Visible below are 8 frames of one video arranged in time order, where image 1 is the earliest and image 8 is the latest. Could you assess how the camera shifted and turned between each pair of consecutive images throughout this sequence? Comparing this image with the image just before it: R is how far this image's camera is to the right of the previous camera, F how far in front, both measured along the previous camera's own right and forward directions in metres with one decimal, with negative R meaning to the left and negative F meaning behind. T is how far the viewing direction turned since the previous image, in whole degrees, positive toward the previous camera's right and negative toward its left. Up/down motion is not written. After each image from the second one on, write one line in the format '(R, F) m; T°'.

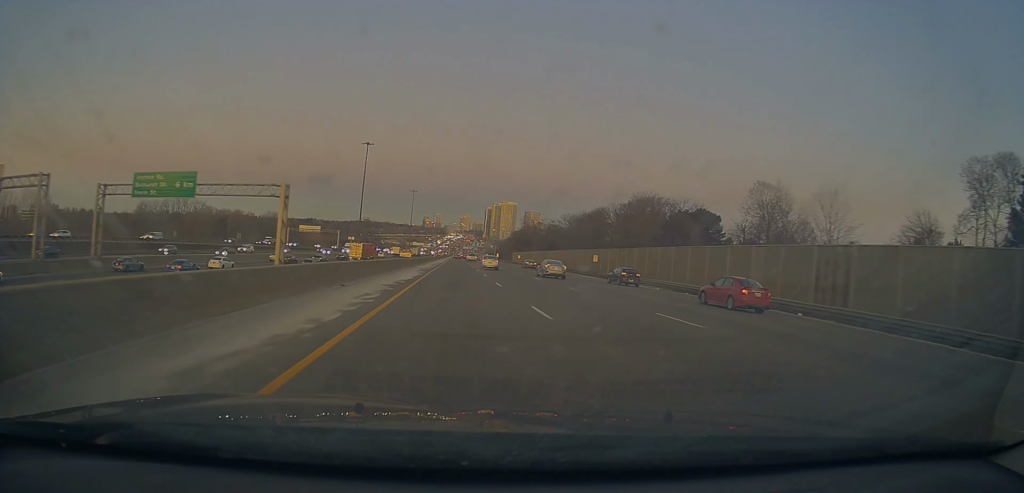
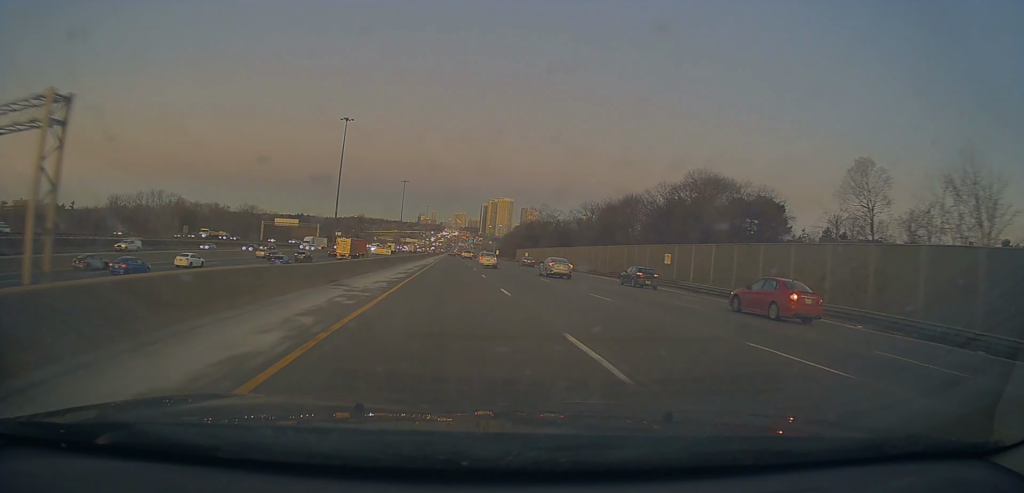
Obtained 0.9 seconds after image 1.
(+0.4, +30.1) m; +1°
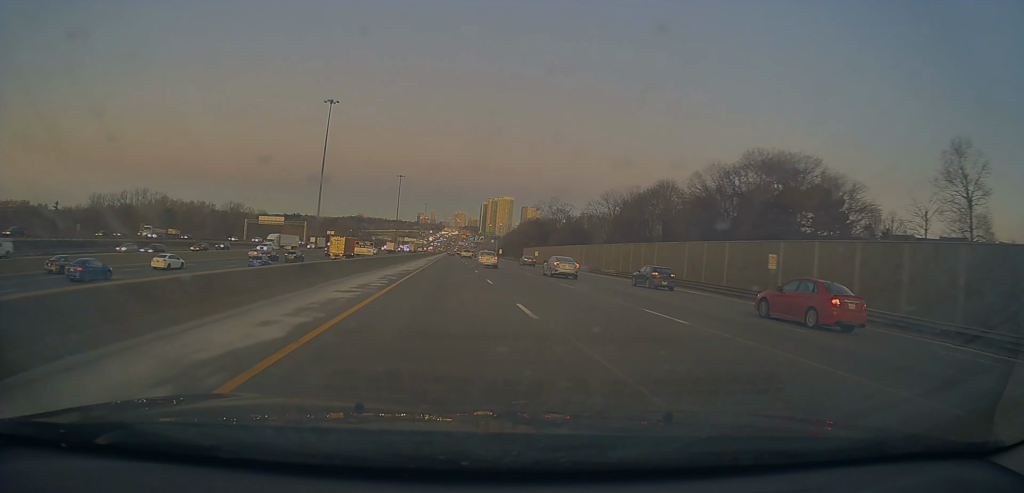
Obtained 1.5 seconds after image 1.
(0.0, +19.0) m; +1°
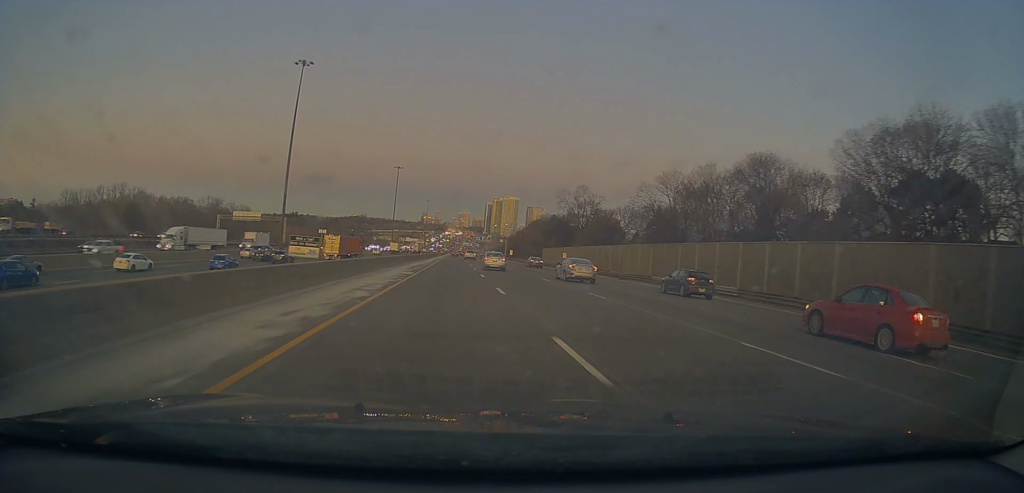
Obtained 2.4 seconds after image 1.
(+0.3, +30.1) m; 0°
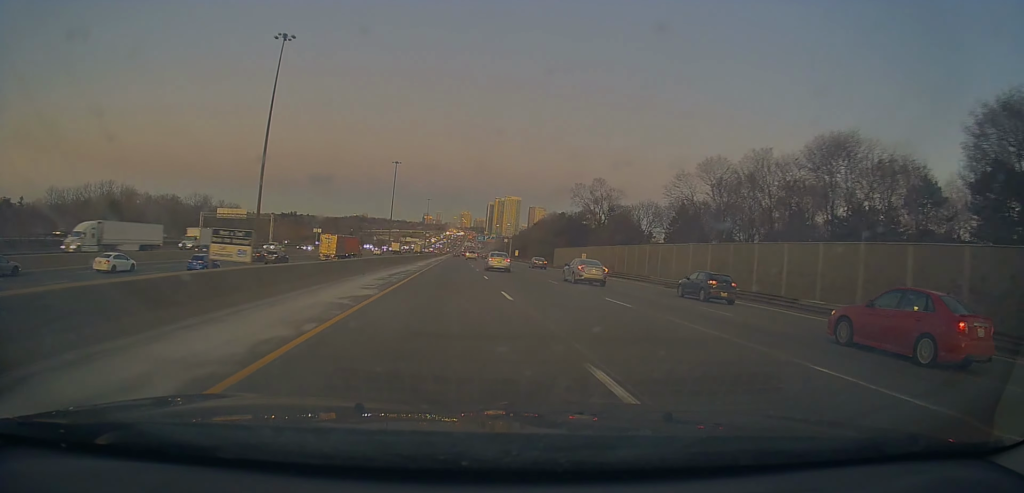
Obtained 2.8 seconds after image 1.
(+0.2, +14.5) m; 0°
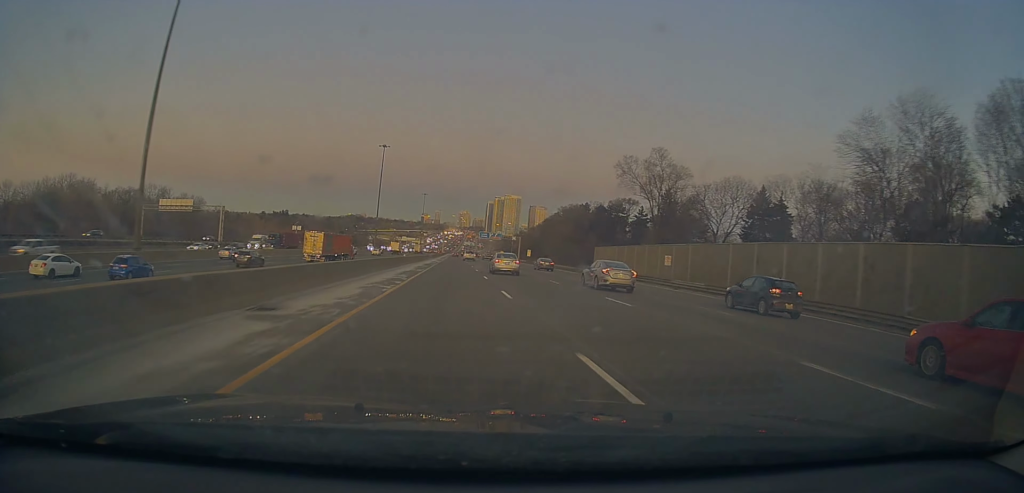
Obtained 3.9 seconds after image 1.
(-0.6, +36.4) m; -1°
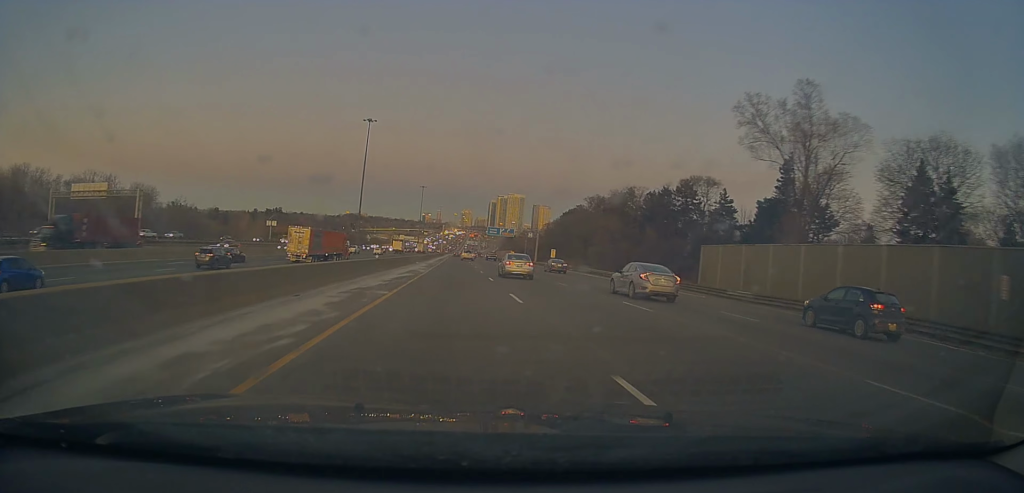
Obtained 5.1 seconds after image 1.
(0.0, +38.0) m; 0°
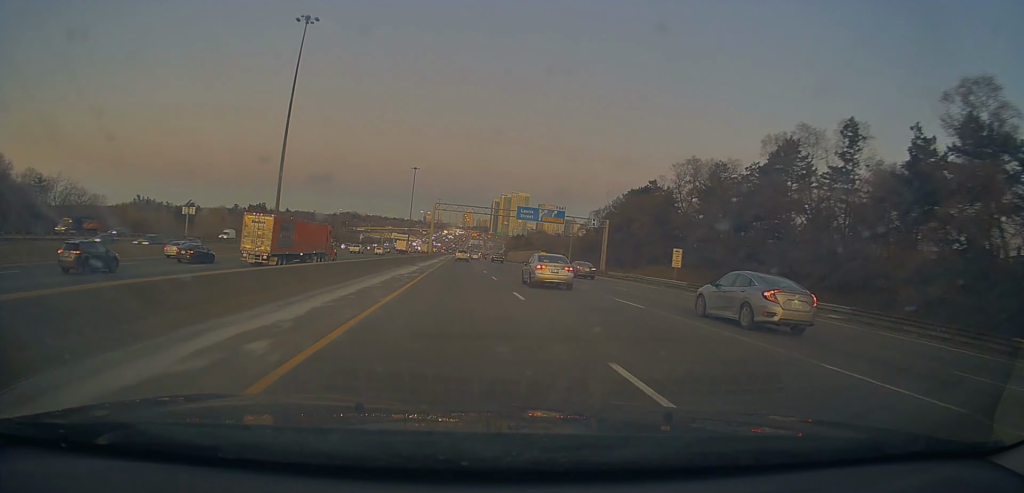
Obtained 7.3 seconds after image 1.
(+0.6, +71.3) m; 0°
